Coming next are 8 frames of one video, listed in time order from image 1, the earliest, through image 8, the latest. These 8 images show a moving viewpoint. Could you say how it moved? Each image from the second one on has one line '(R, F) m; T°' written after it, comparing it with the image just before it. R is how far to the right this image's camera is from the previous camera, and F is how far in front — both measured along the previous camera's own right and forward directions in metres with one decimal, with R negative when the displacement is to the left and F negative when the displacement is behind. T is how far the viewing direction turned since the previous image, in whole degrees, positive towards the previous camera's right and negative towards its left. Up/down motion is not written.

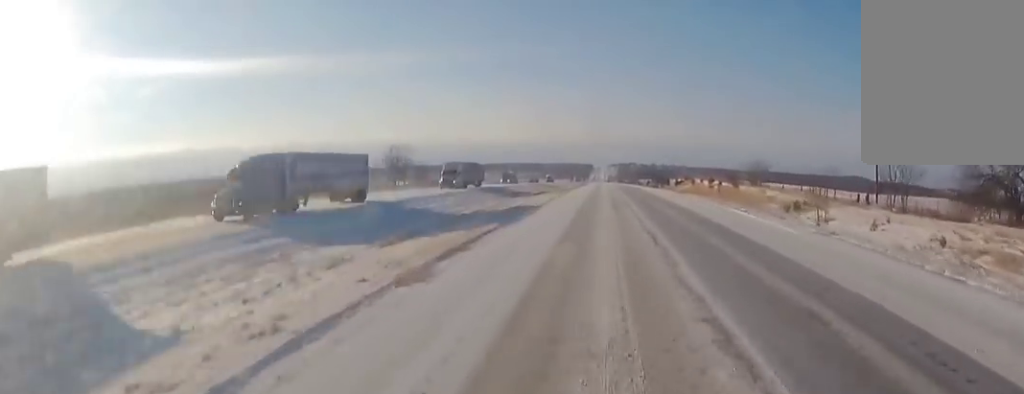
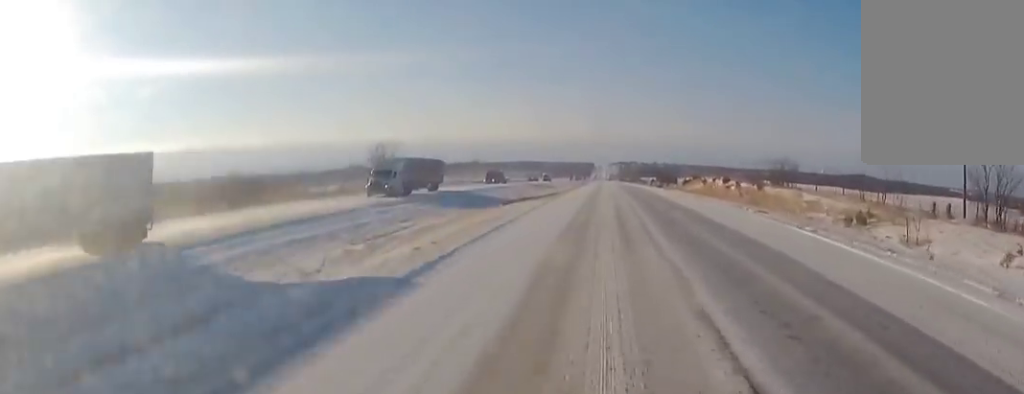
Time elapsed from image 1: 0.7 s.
(-0.1, +17.0) m; 0°
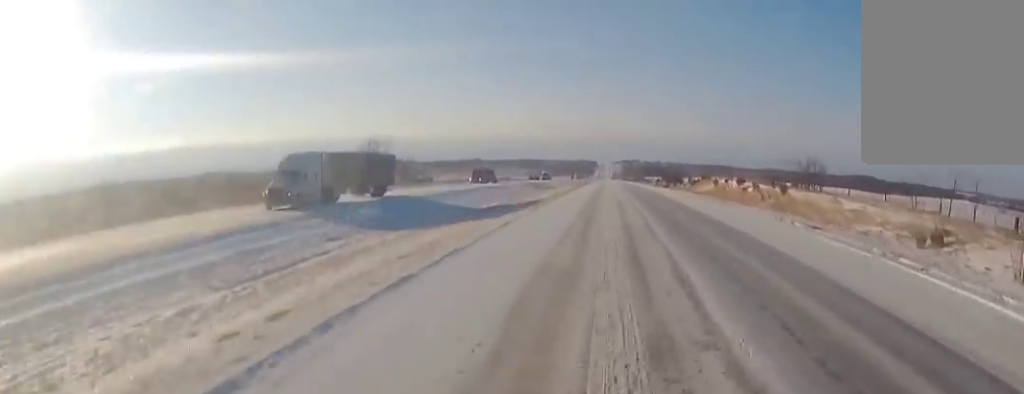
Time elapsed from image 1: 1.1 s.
(0.0, +11.8) m; 0°
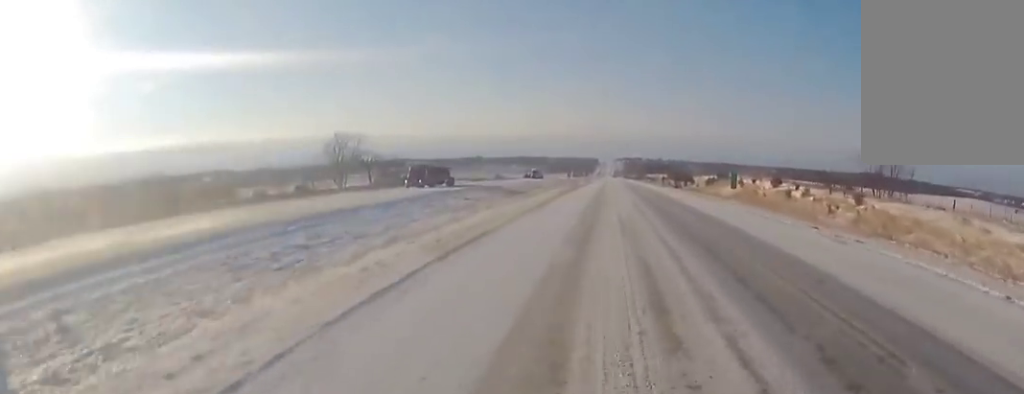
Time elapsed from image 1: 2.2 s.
(0.0, +27.0) m; +1°
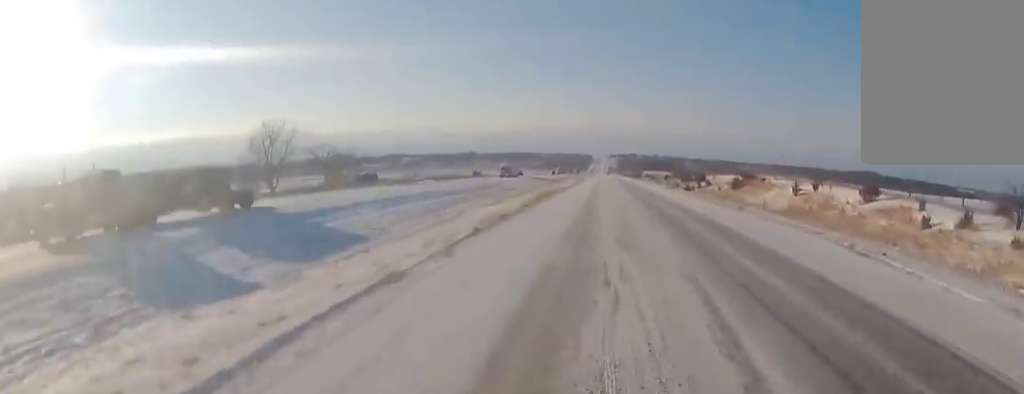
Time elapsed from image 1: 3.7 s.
(+1.0, +38.7) m; +1°
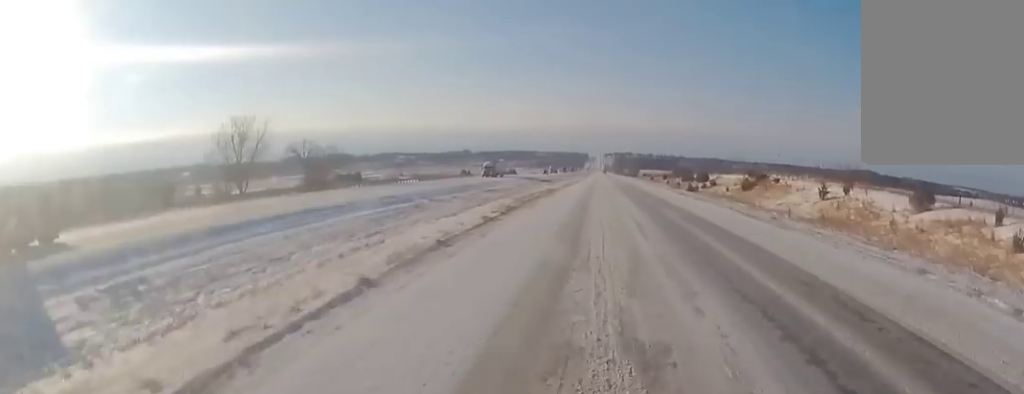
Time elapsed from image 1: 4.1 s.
(-0.2, +11.8) m; 0°
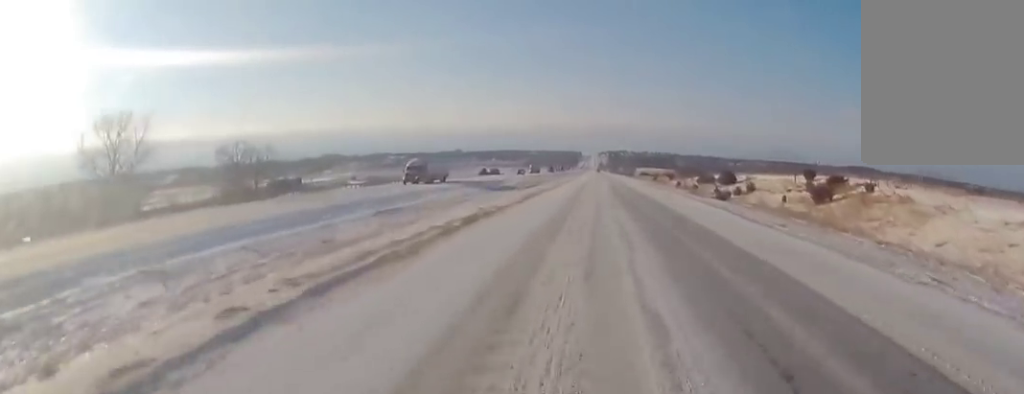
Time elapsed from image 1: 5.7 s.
(+0.1, +39.6) m; -1°
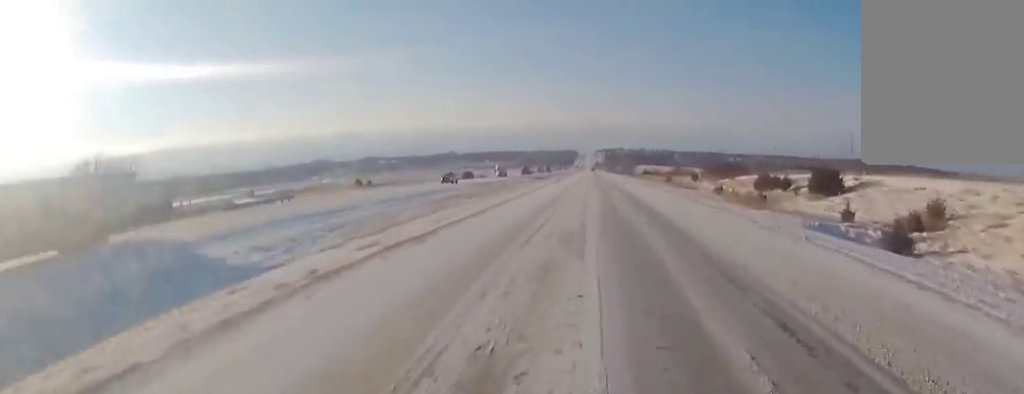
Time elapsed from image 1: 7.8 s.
(-1.0, +55.3) m; -1°
